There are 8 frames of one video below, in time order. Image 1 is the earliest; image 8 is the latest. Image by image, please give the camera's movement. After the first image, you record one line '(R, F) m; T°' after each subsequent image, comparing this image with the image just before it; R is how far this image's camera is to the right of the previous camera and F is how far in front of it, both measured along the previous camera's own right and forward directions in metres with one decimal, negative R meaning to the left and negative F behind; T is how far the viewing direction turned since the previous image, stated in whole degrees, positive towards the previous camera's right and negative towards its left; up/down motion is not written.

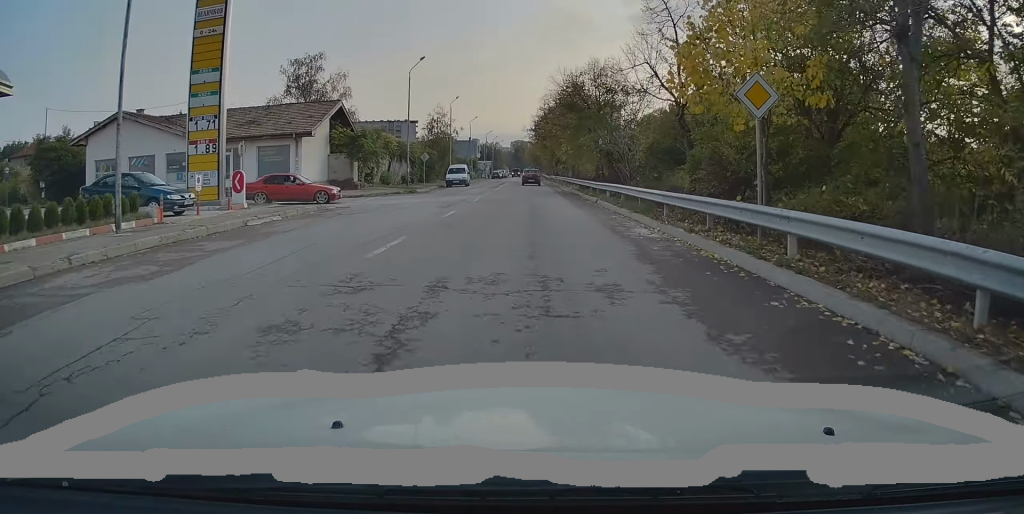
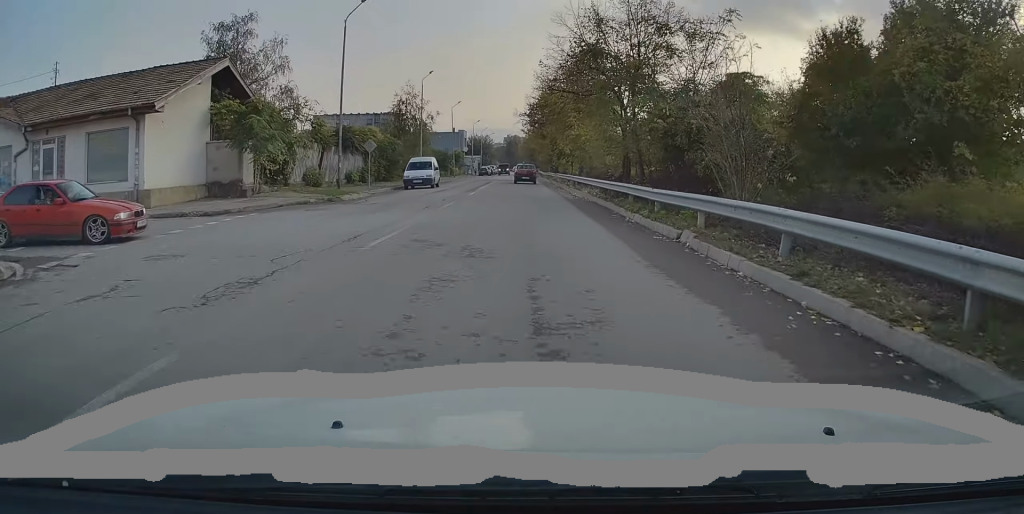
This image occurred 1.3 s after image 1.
(0.0, +15.6) m; 0°
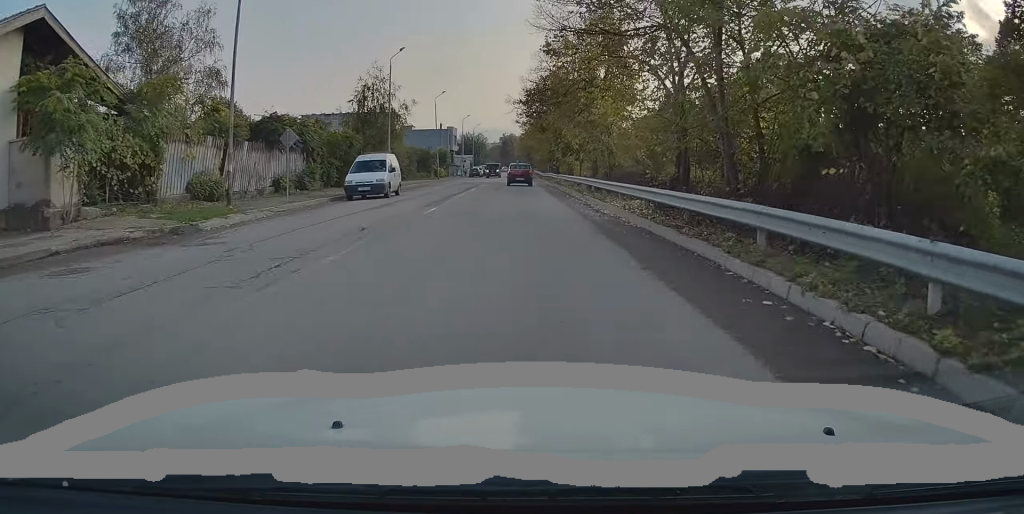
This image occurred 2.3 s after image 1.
(+0.1, +11.5) m; +1°
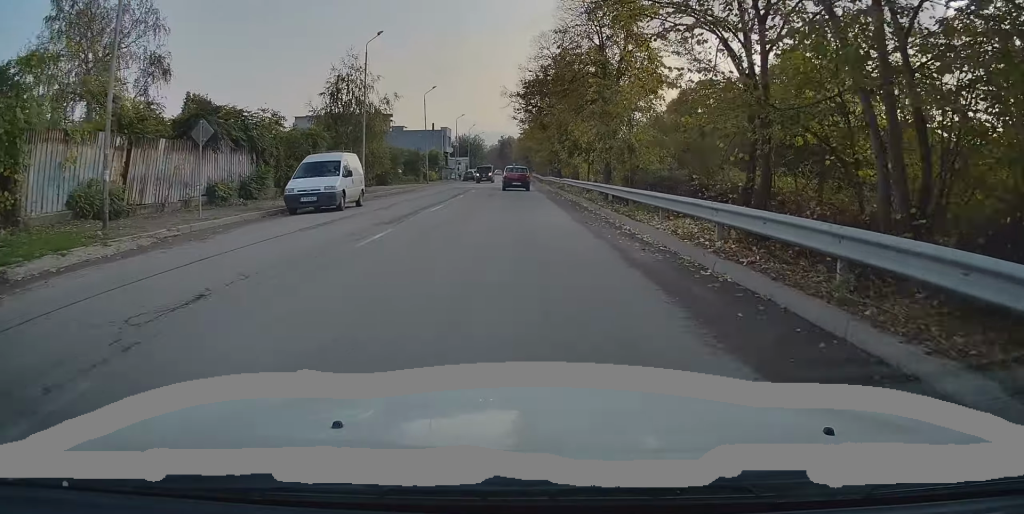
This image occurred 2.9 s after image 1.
(0.0, +6.5) m; 0°
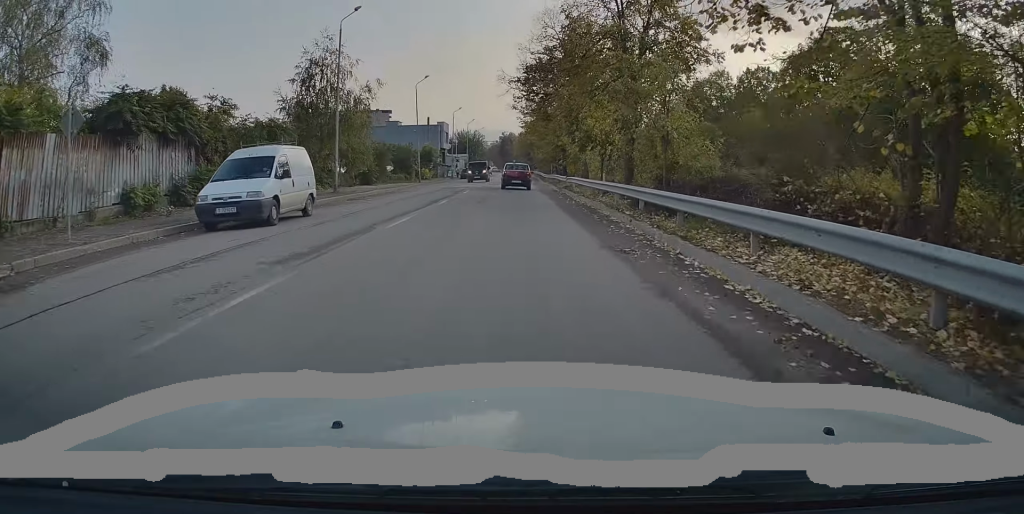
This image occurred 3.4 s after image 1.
(+0.1, +5.7) m; 0°
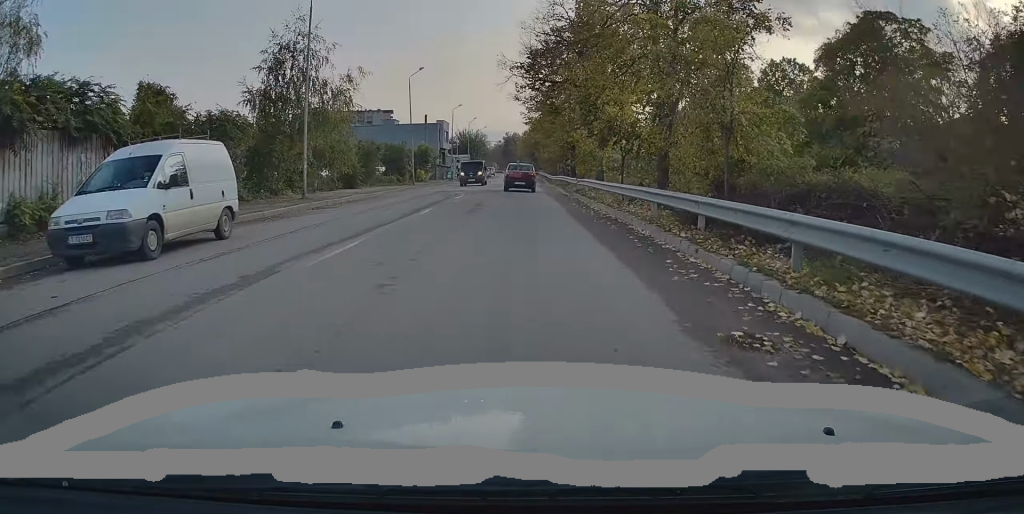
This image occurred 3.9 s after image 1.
(0.0, +5.2) m; -1°
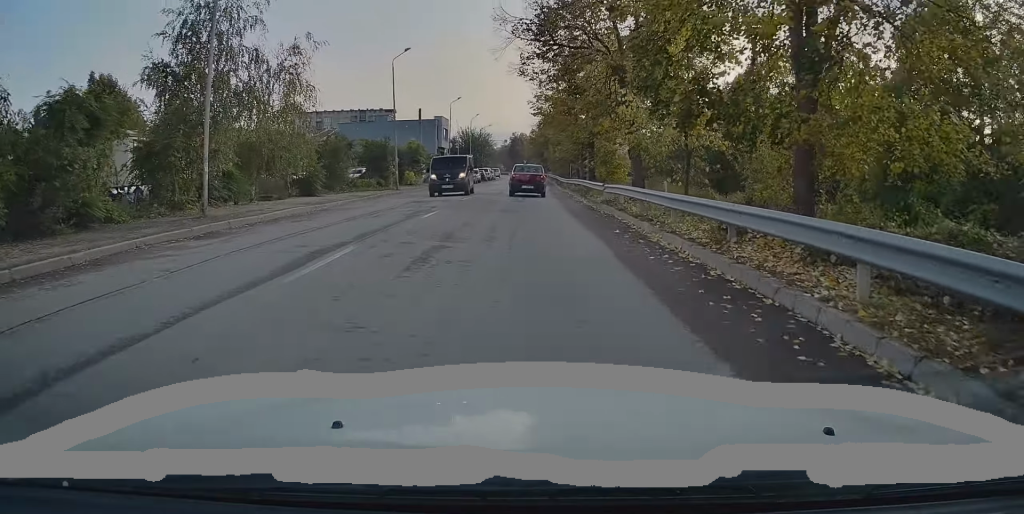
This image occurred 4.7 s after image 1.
(-0.1, +9.3) m; -2°
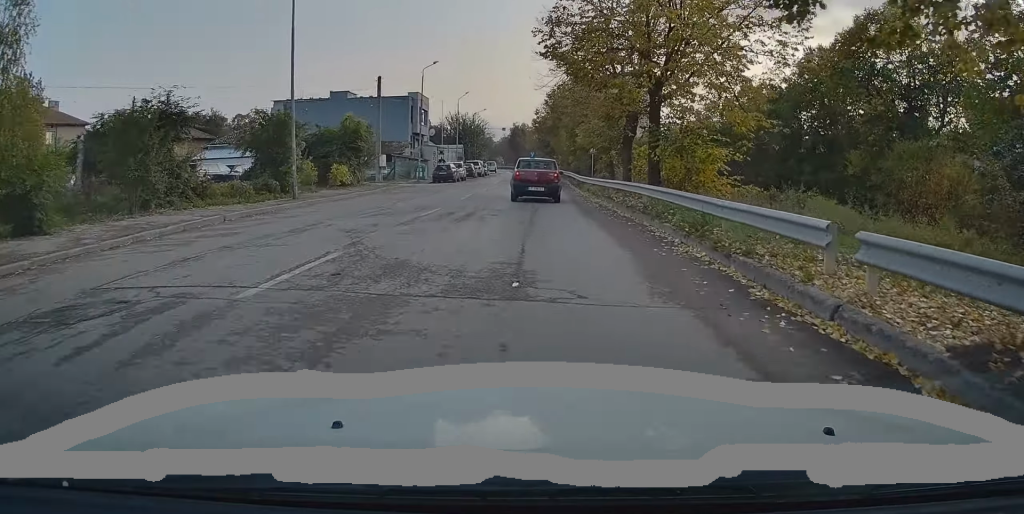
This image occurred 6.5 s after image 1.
(-0.1, +19.7) m; +1°
